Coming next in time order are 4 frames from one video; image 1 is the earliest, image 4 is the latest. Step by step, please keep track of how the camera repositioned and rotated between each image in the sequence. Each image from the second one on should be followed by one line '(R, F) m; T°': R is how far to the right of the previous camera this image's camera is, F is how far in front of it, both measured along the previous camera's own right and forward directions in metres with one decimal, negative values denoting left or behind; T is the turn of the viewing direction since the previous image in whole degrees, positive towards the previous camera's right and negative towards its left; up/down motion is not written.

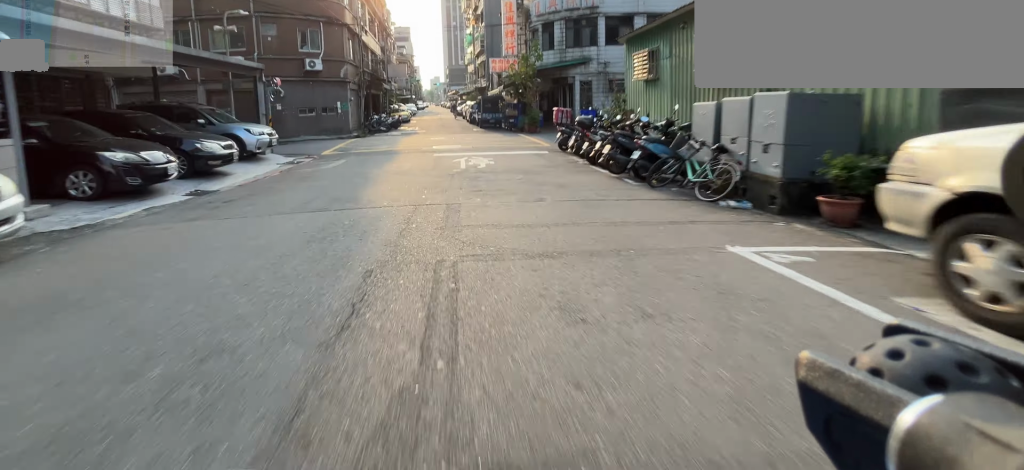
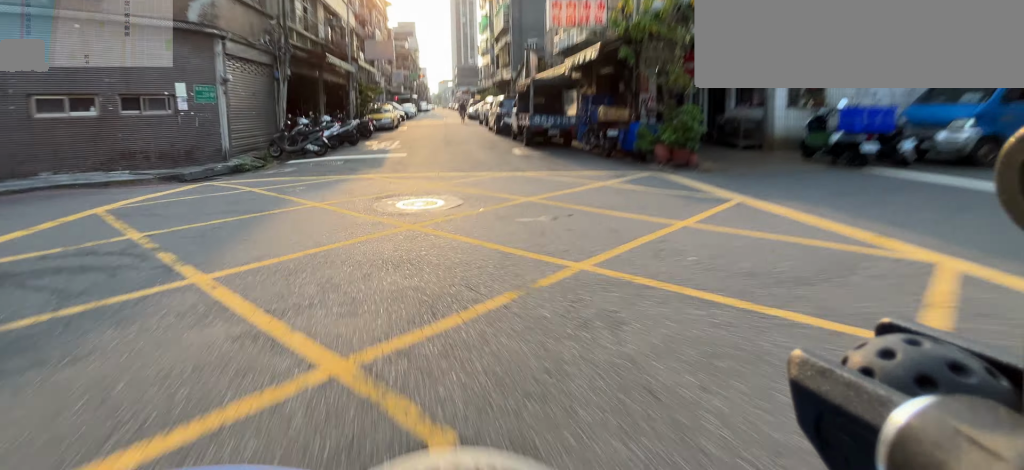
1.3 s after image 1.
(-0.1, +15.2) m; -2°
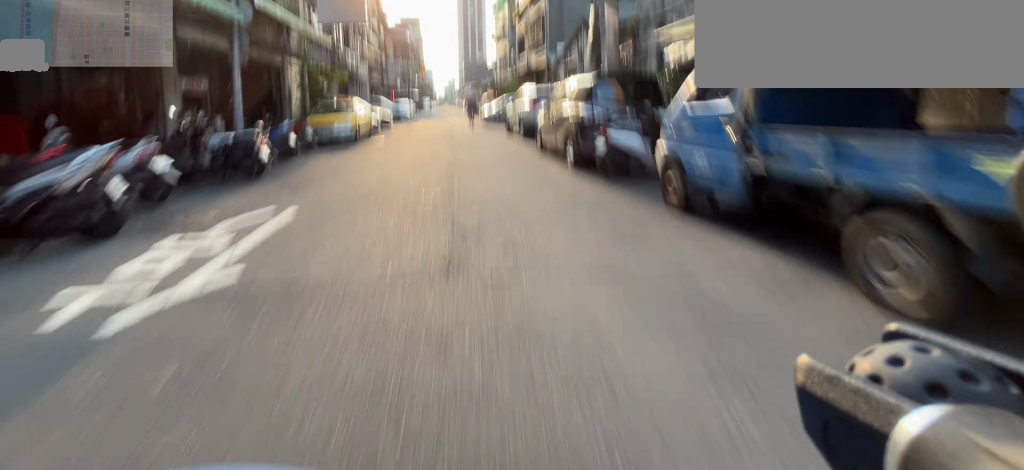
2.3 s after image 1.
(-0.3, +11.2) m; -2°
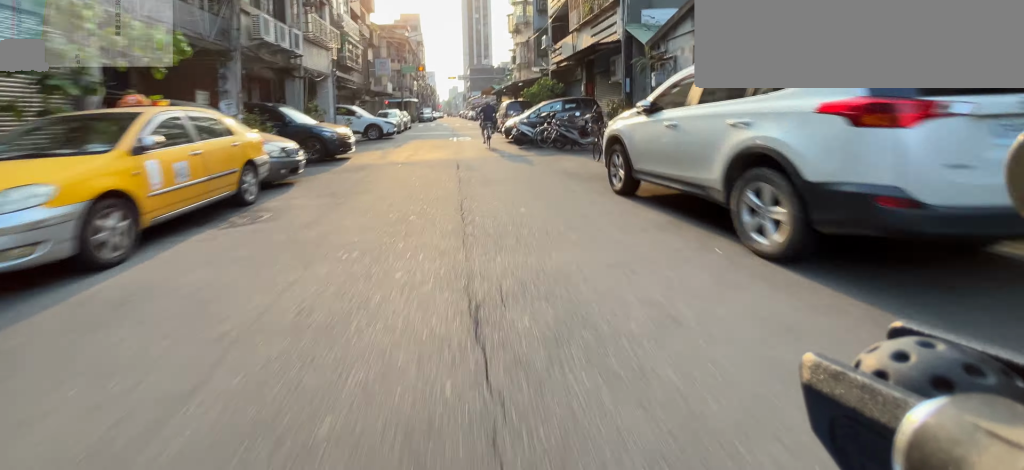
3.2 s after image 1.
(0.0, +11.0) m; +1°
